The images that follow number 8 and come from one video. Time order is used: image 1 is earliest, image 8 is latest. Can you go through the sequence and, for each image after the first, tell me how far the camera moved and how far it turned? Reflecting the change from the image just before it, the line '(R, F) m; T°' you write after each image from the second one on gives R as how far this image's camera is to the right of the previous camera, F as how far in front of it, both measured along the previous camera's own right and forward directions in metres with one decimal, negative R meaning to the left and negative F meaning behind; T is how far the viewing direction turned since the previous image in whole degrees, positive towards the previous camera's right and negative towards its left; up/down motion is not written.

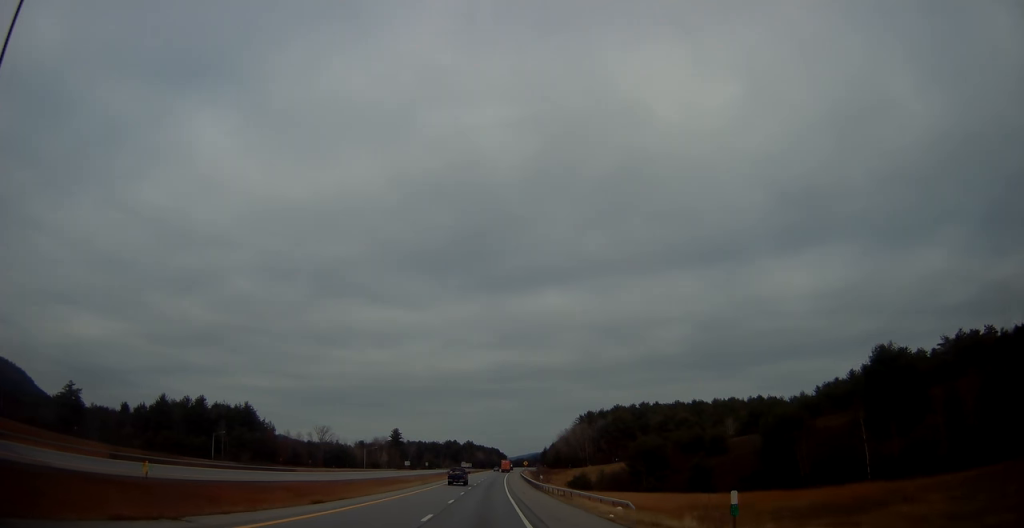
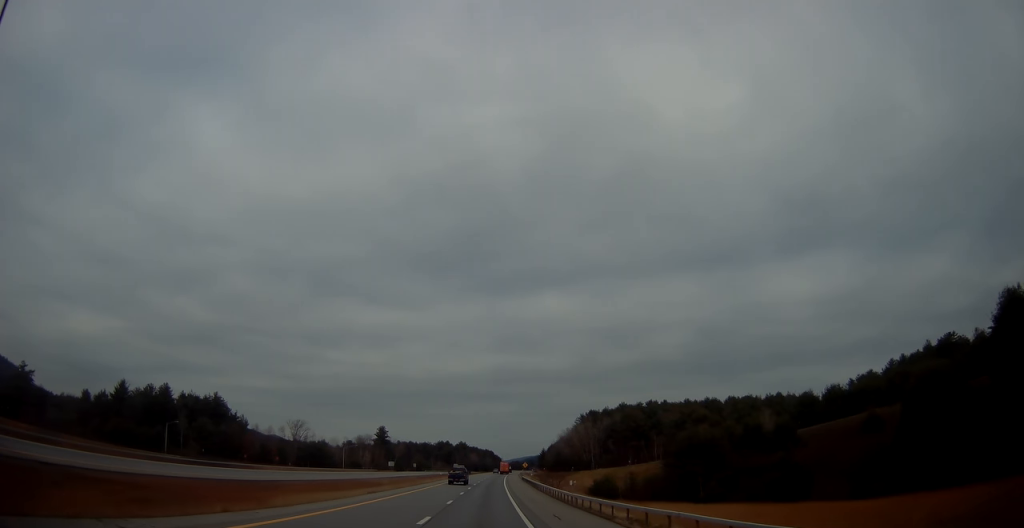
(-0.2, +25.9) m; 0°
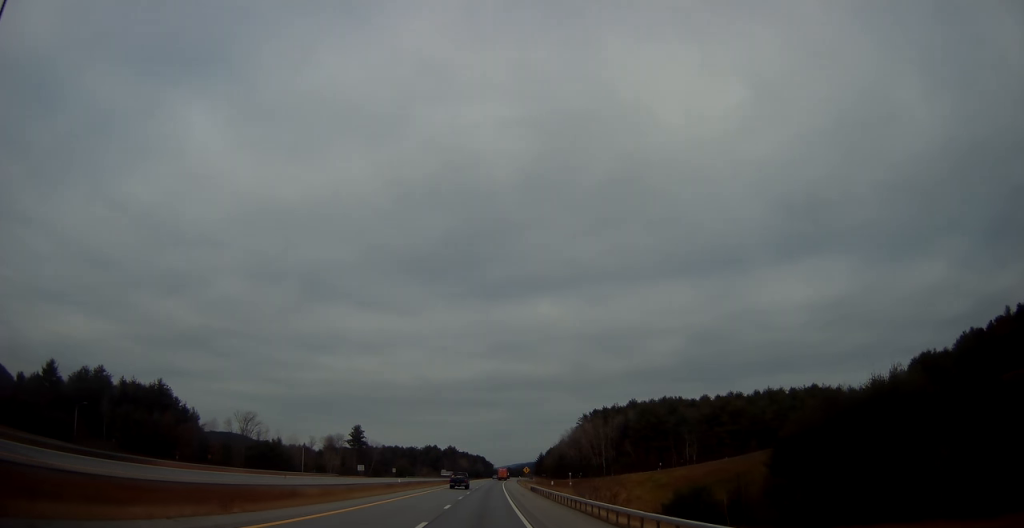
(+0.1, +38.2) m; +1°
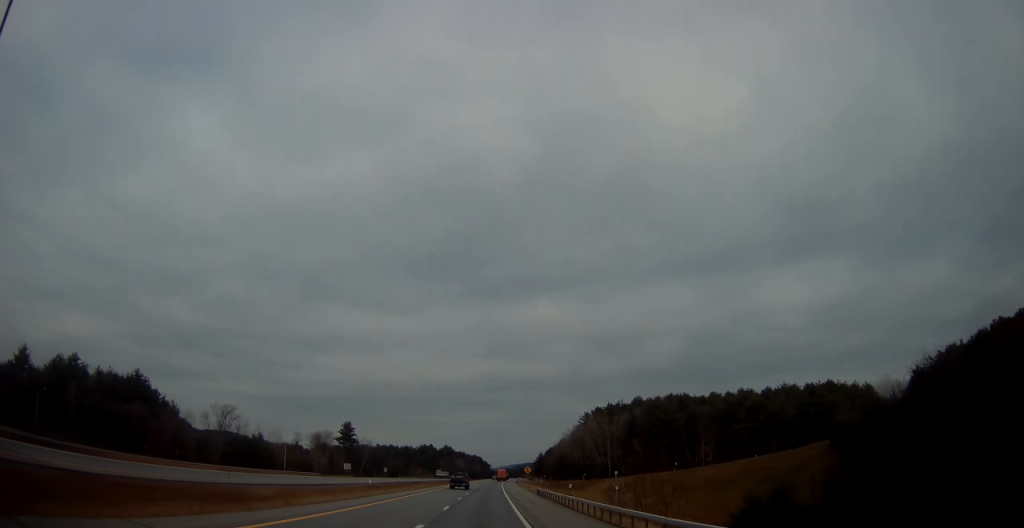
(+0.2, +13.3) m; 0°
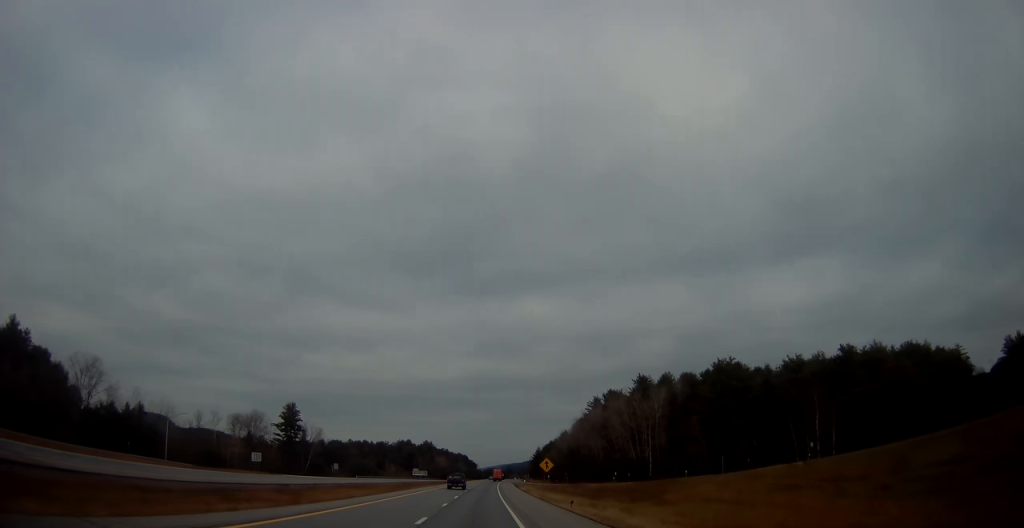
(+0.4, +57.4) m; +1°
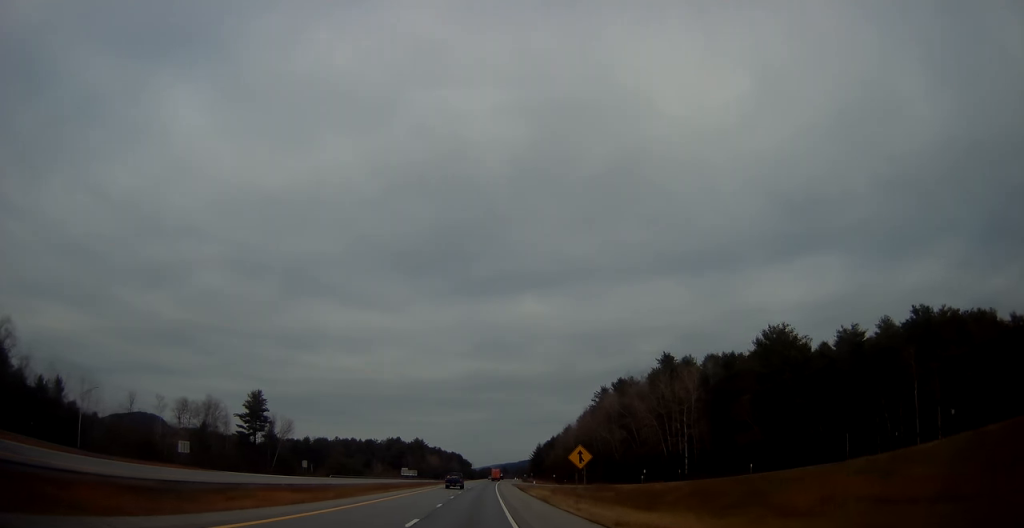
(0.0, +25.6) m; 0°
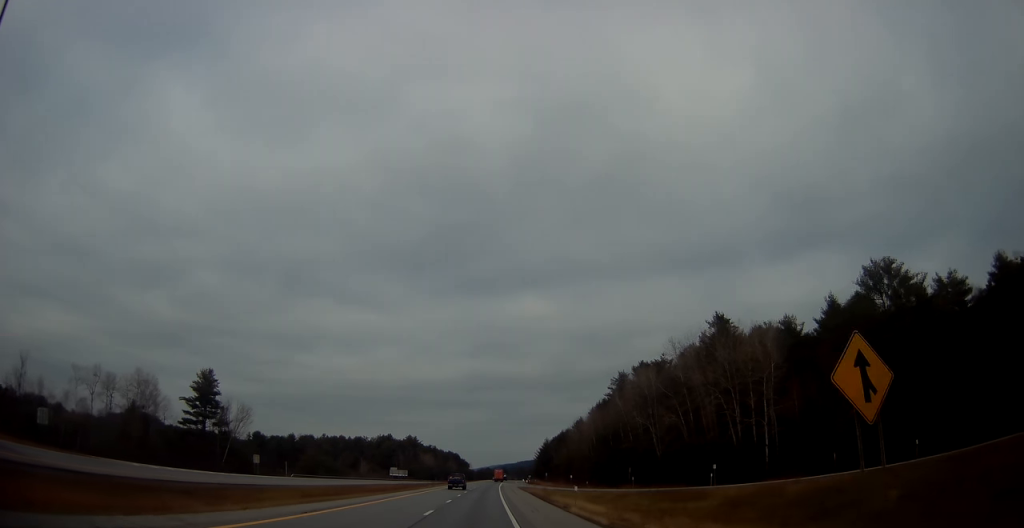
(+0.2, +30.7) m; +1°
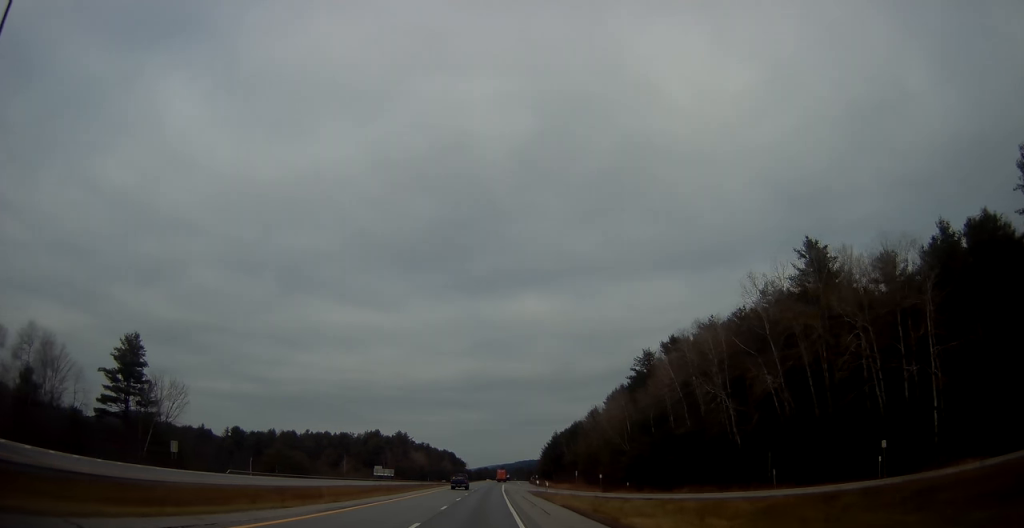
(+0.1, +31.8) m; 0°
